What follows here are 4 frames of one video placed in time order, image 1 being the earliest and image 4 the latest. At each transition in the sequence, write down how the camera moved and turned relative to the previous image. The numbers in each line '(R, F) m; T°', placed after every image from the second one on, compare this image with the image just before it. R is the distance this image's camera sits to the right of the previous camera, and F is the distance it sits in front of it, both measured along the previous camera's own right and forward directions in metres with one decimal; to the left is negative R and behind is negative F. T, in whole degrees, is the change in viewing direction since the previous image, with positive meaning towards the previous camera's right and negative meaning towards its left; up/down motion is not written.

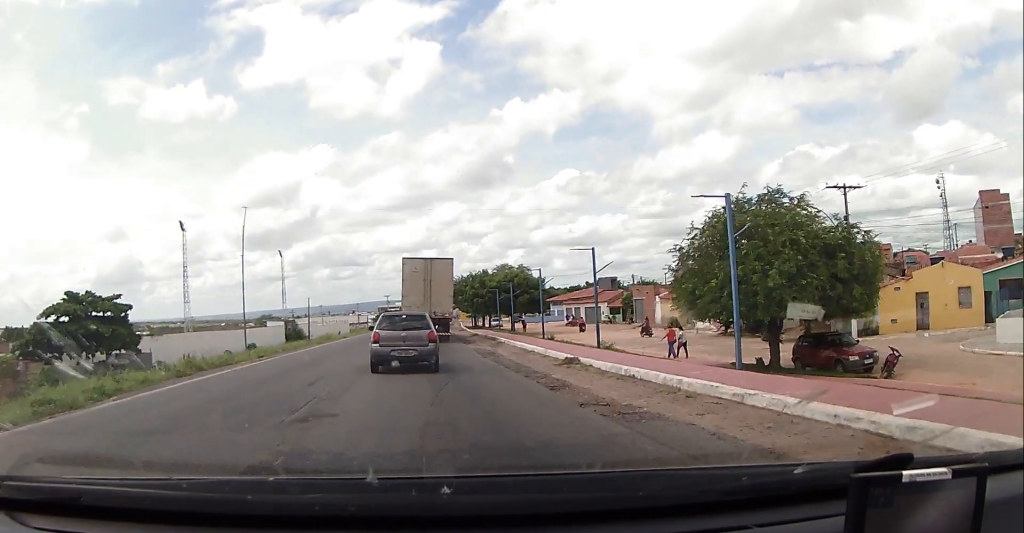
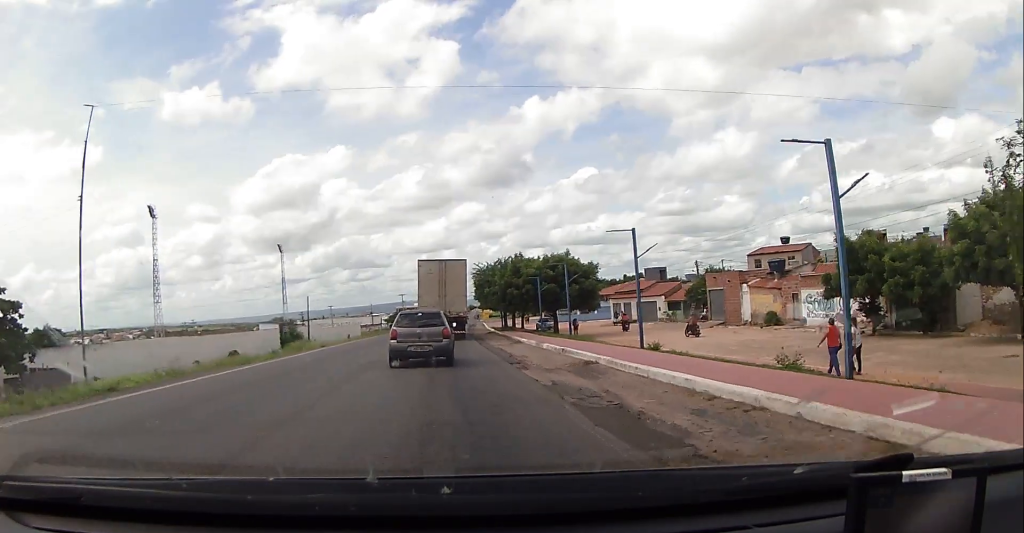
(-1.2, +16.4) m; -4°
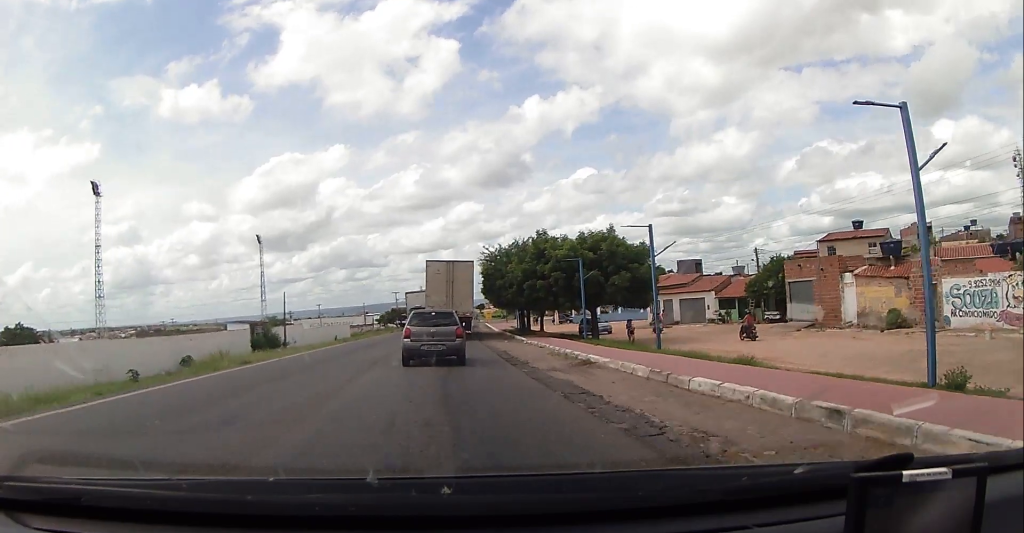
(+0.1, +14.3) m; +1°
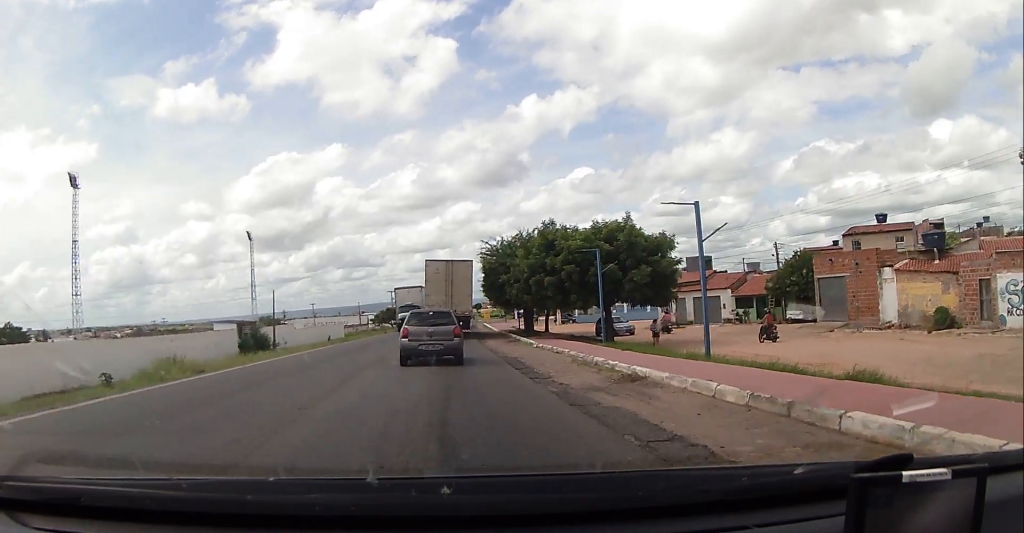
(0.0, +4.2) m; 0°
